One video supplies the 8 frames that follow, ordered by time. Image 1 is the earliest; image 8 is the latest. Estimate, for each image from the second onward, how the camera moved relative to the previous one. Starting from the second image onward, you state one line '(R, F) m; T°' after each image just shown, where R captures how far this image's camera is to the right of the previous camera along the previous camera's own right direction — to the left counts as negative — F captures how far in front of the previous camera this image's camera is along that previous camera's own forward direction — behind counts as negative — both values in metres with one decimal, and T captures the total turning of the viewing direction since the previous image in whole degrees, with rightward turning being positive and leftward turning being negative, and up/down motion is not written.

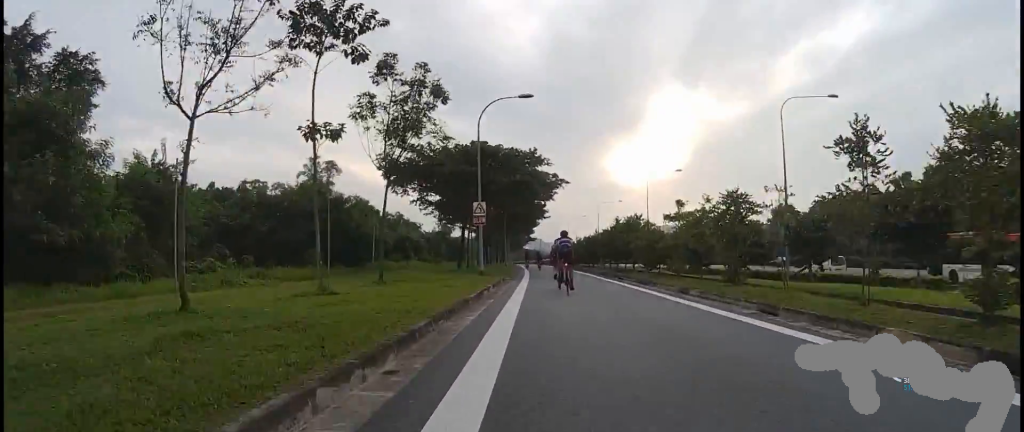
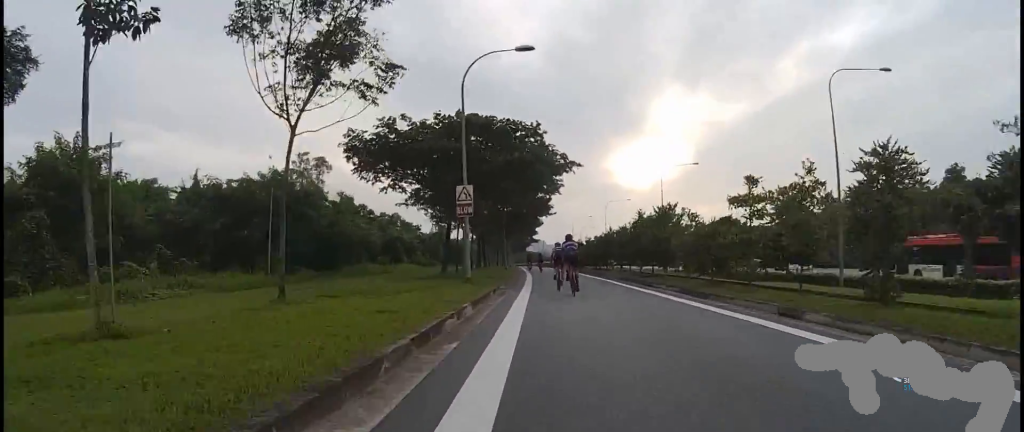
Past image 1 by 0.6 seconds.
(0.0, +6.8) m; 0°
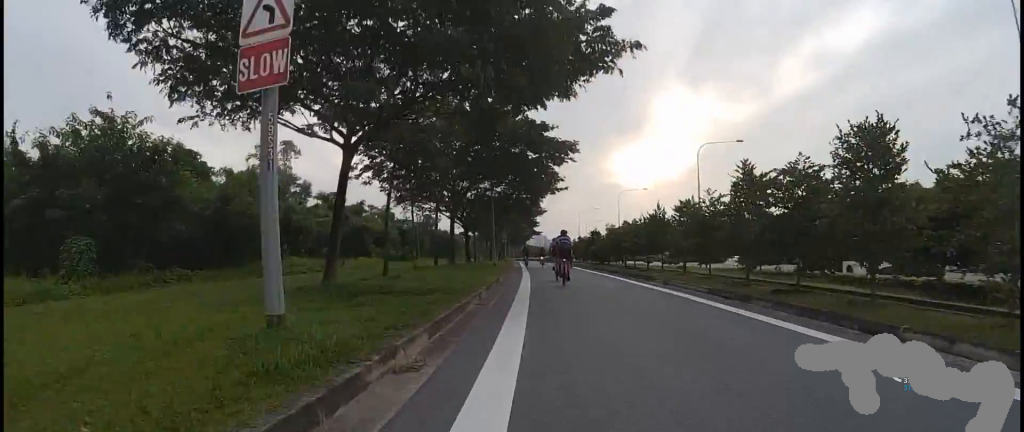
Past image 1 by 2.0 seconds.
(0.0, +14.9) m; 0°
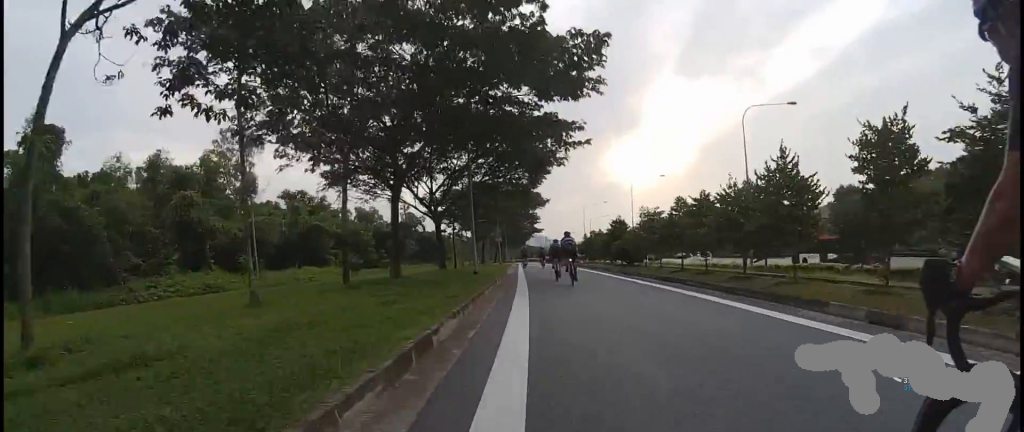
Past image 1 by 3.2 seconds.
(0.0, +12.1) m; 0°
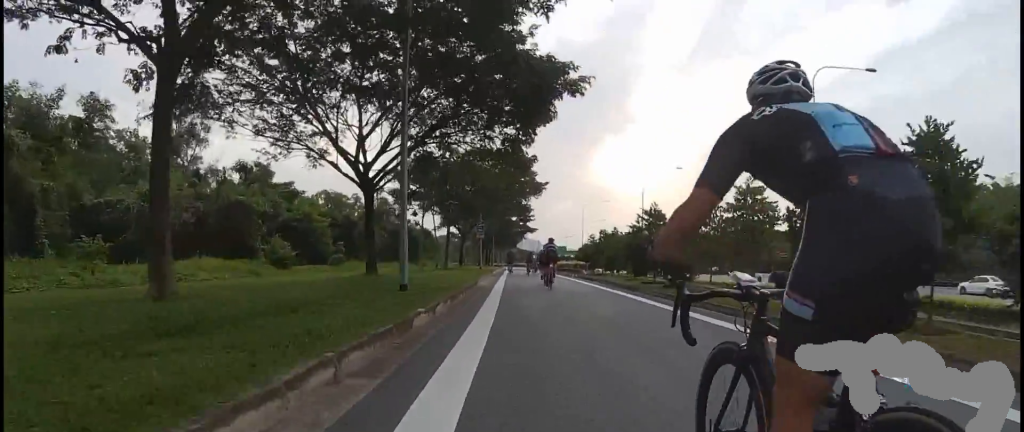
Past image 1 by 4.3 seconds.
(0.0, +10.9) m; 0°
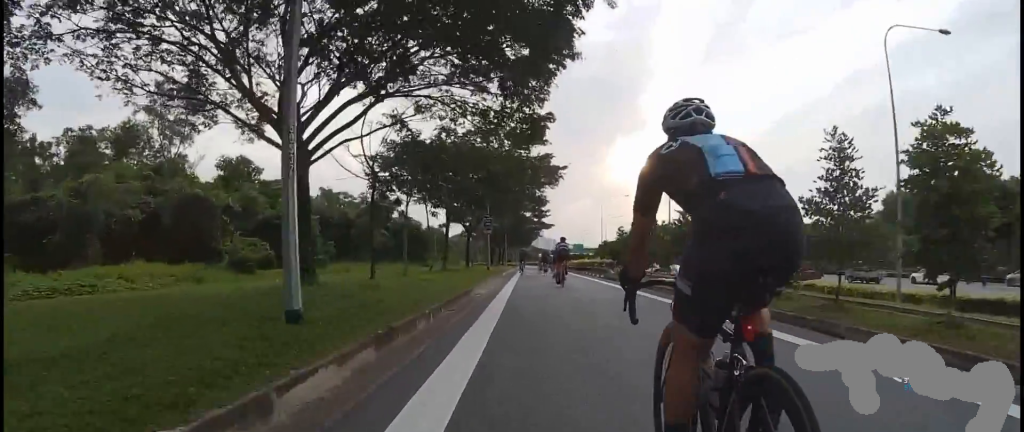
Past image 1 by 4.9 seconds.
(0.0, +6.3) m; 0°
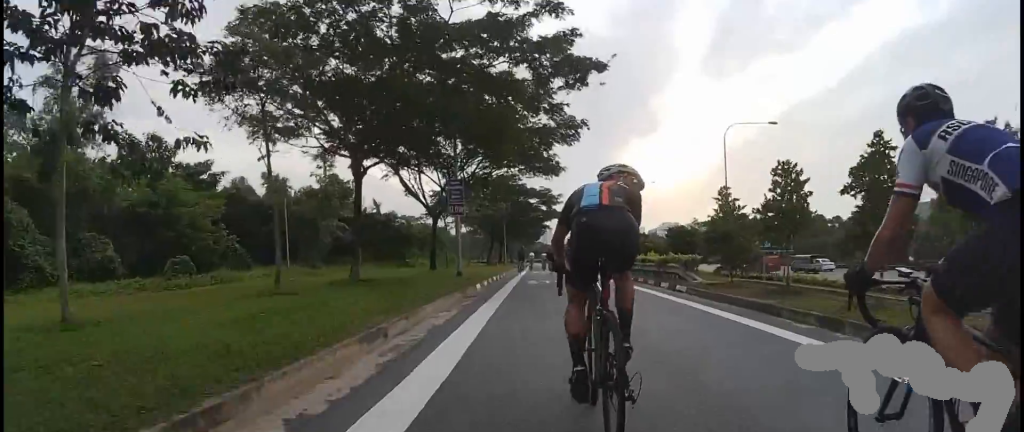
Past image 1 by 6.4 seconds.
(0.0, +16.2) m; 0°
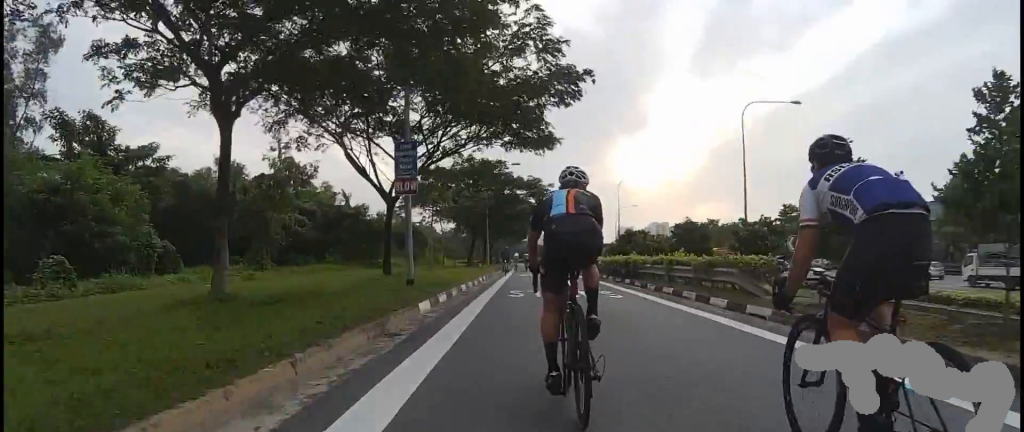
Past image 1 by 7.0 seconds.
(0.0, +6.2) m; 0°
